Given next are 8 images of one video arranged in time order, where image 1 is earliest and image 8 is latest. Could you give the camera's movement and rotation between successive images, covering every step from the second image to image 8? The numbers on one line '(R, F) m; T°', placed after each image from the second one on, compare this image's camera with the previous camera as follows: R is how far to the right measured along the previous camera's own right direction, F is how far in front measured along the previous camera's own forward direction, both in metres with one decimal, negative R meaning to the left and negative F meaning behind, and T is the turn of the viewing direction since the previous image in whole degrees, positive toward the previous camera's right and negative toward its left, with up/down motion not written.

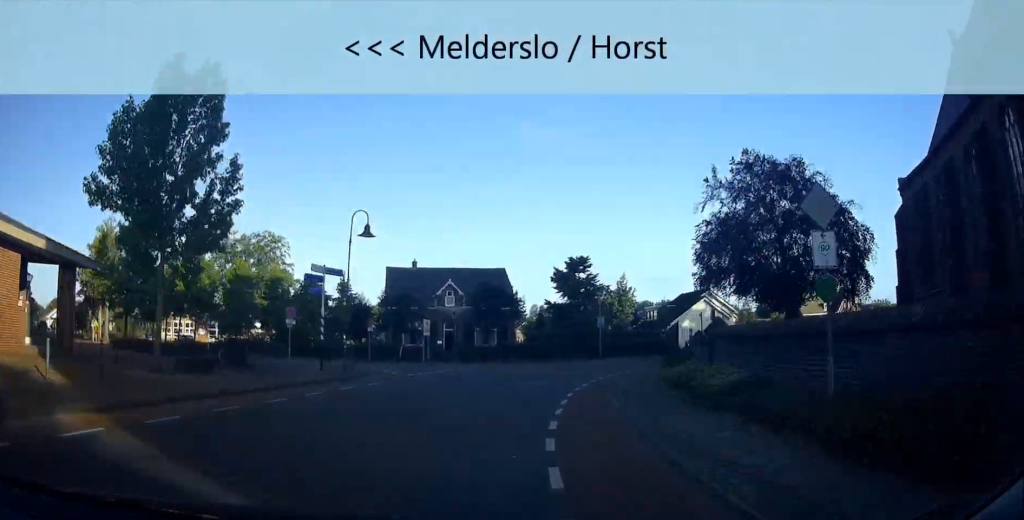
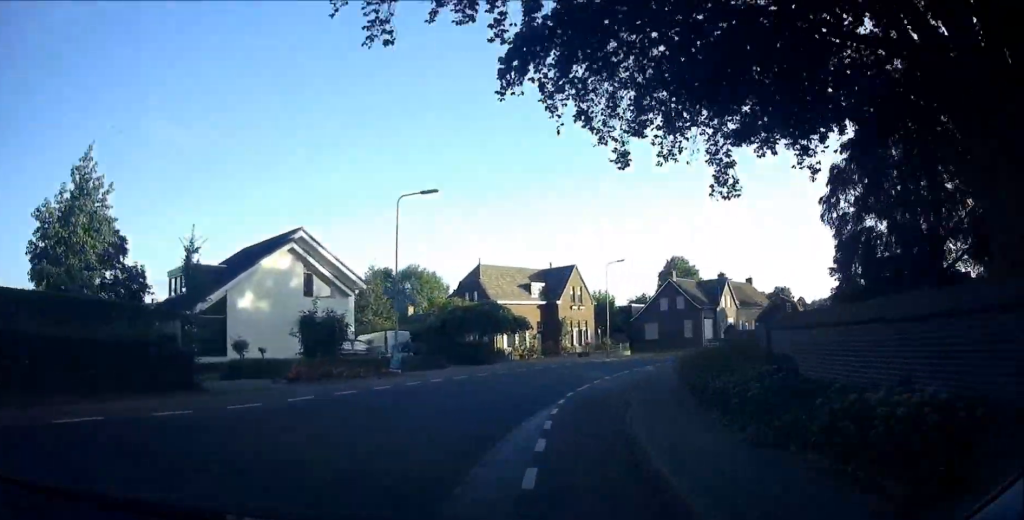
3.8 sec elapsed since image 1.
(+13.7, +40.7) m; +39°
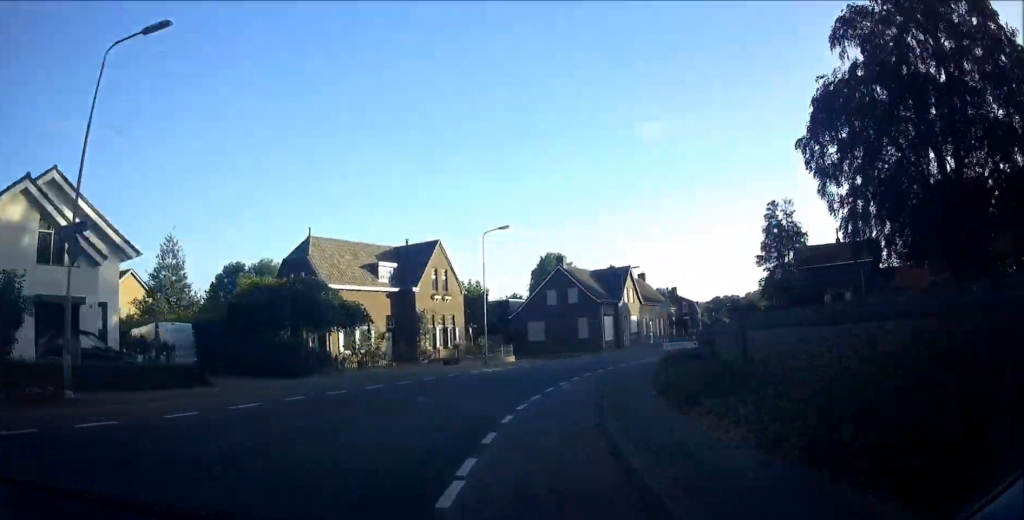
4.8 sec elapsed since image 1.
(+0.4, +12.6) m; +10°
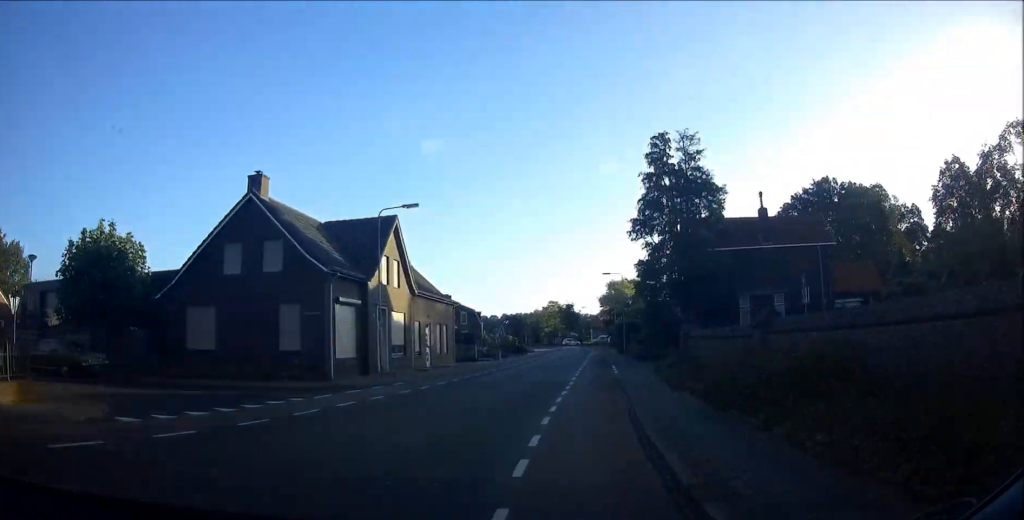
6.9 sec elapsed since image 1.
(+4.6, +27.8) m; +15°
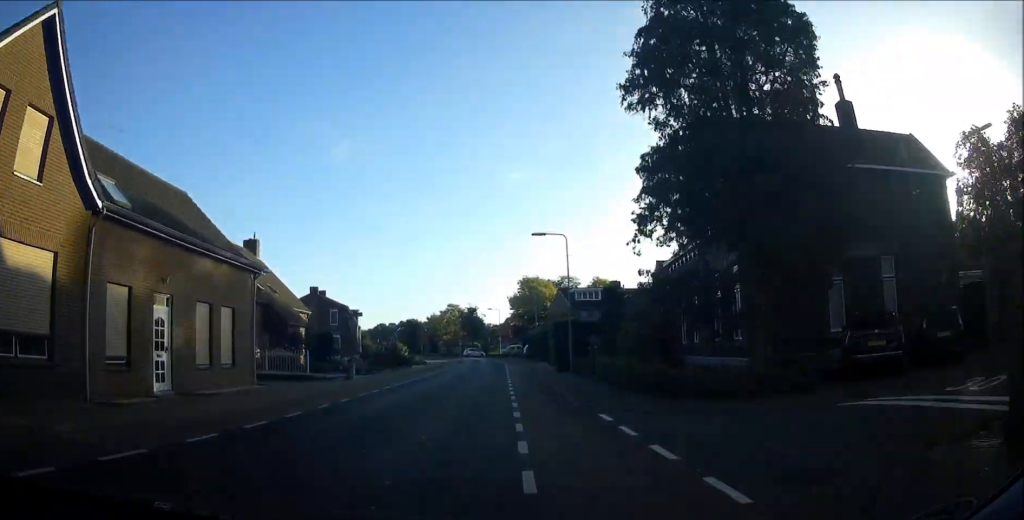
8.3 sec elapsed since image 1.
(+2.0, +21.1) m; +4°
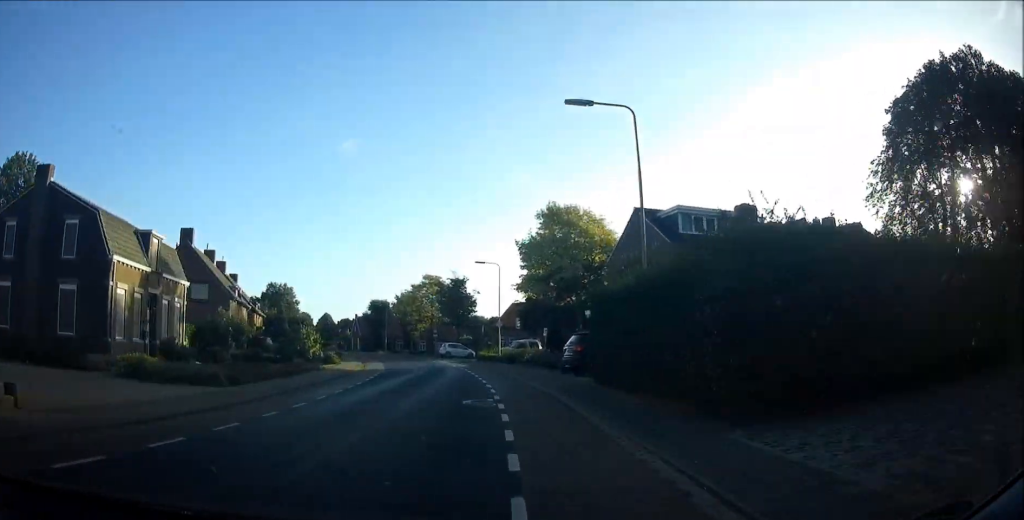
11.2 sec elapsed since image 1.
(-0.3, +42.7) m; -5°
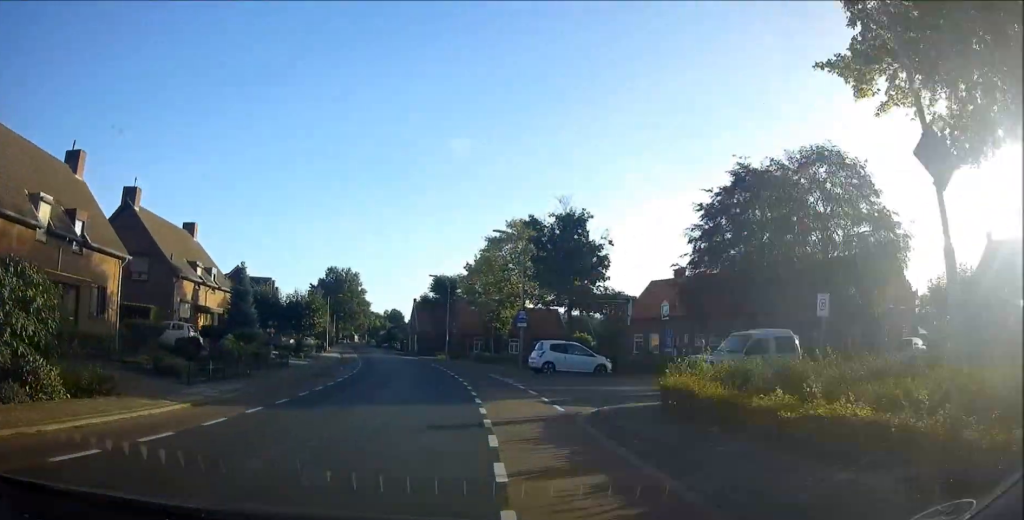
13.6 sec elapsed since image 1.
(-2.9, +36.1) m; -9°
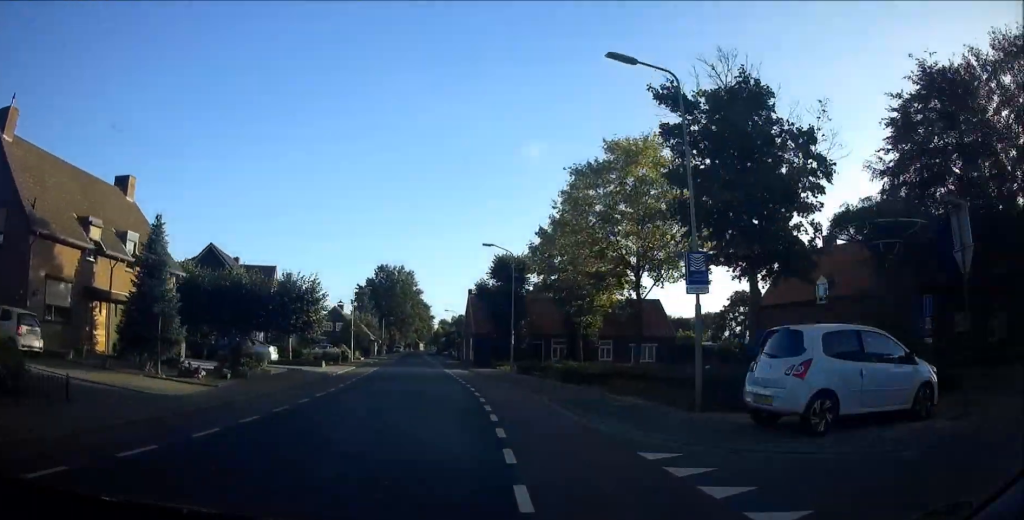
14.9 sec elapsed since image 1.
(-0.5, +19.2) m; -5°
